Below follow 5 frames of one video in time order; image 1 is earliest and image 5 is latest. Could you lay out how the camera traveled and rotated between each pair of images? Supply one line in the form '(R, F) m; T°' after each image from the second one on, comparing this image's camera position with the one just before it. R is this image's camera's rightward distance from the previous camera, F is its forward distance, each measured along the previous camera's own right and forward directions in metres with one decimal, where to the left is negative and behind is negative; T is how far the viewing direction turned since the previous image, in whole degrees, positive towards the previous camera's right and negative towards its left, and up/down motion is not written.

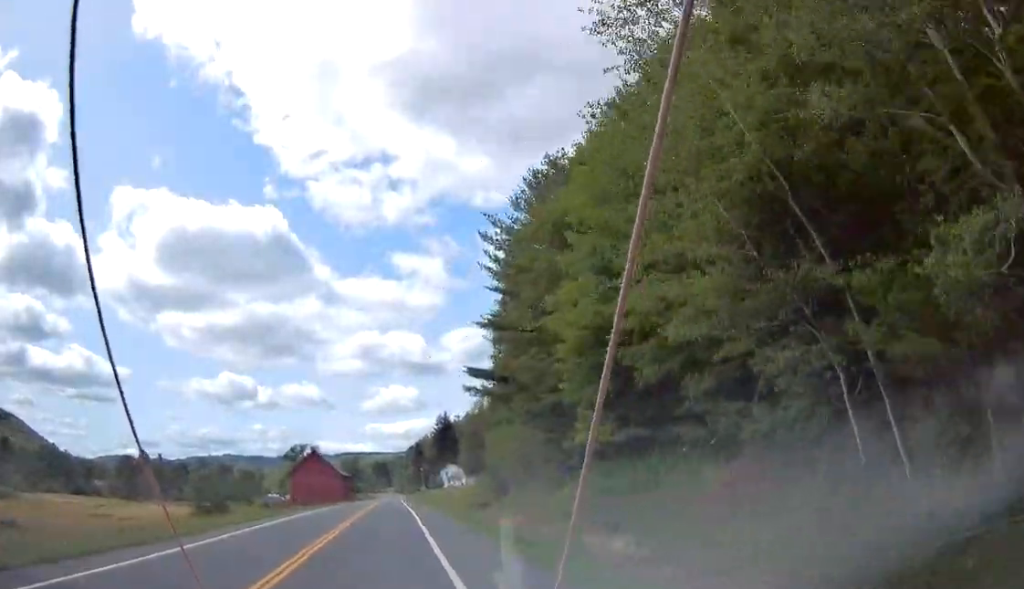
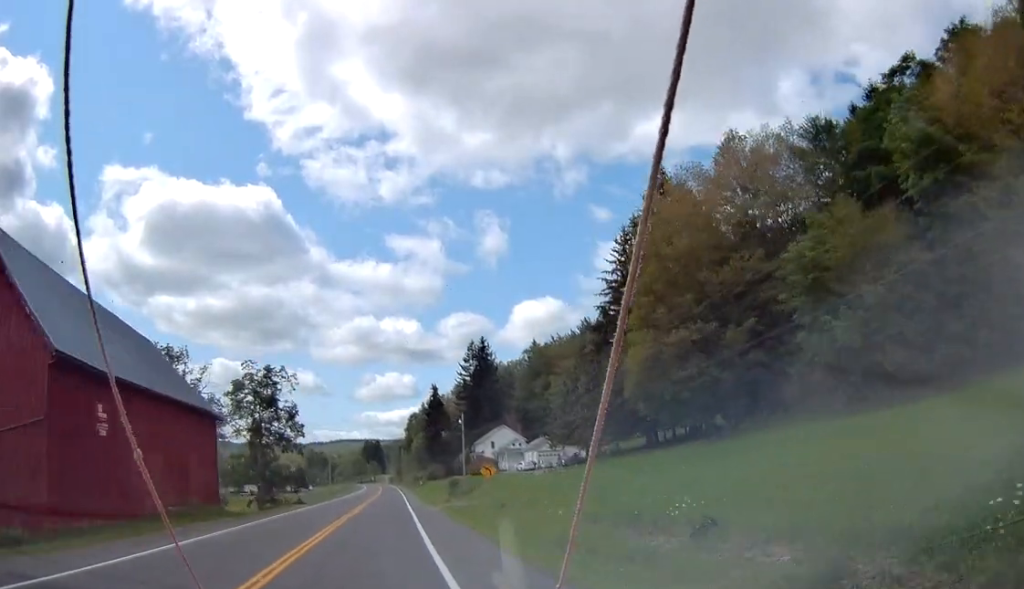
(-0.9, +111.4) m; 0°
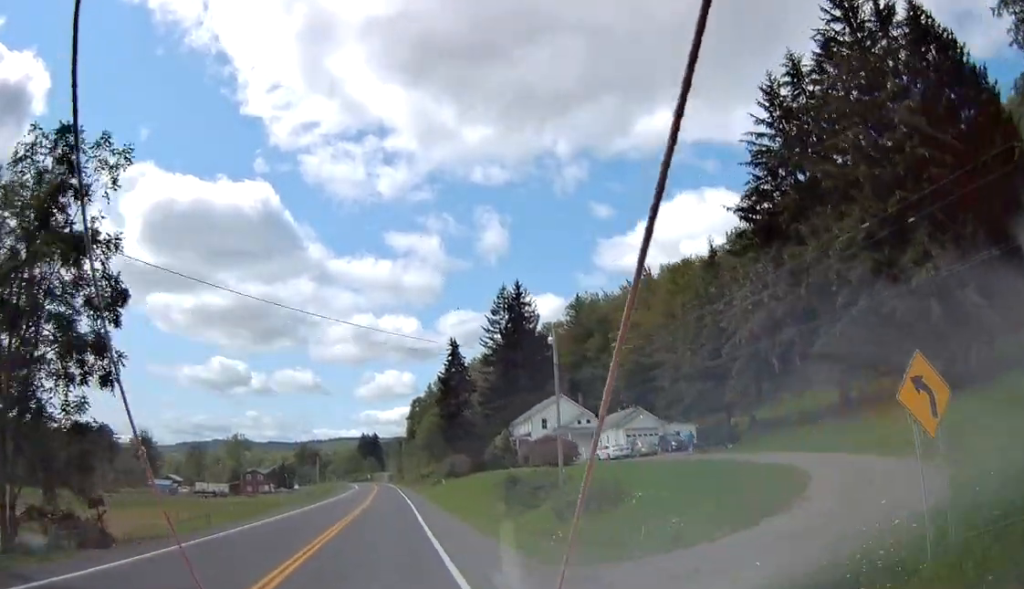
(+0.1, +39.6) m; +1°
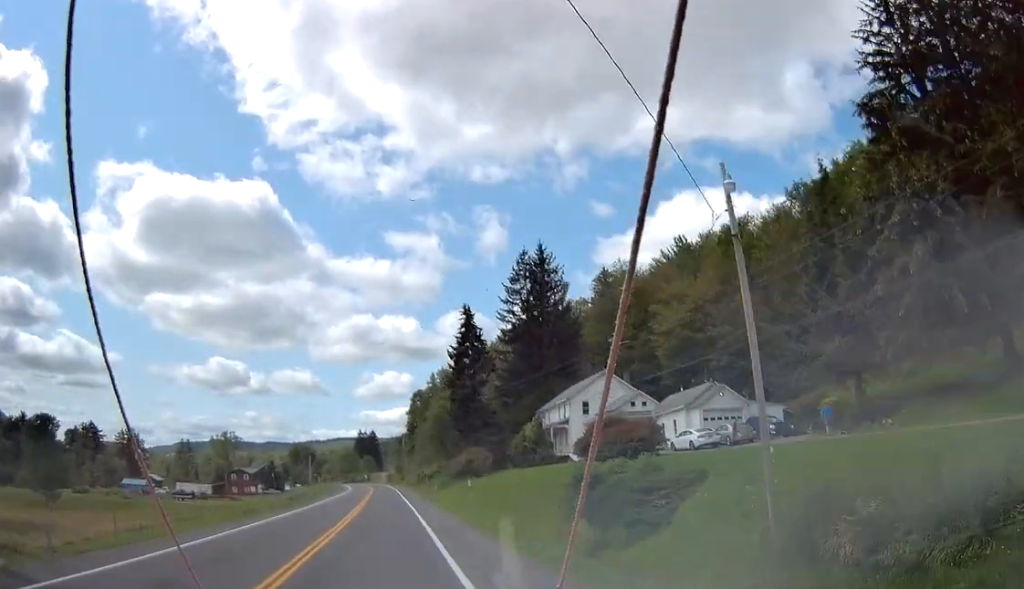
(+0.4, +16.9) m; 0°
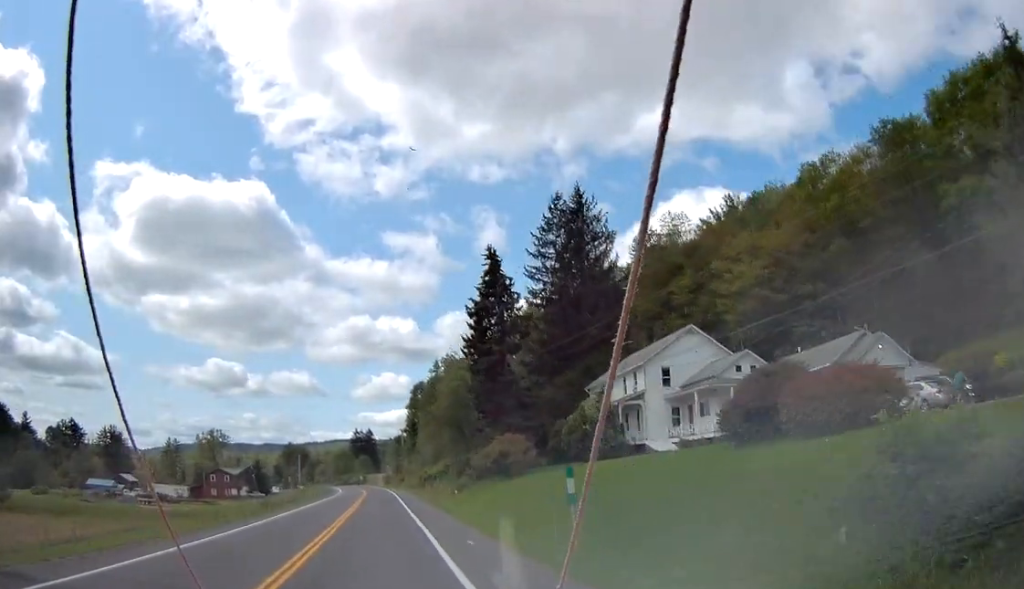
(-0.3, +18.5) m; 0°
